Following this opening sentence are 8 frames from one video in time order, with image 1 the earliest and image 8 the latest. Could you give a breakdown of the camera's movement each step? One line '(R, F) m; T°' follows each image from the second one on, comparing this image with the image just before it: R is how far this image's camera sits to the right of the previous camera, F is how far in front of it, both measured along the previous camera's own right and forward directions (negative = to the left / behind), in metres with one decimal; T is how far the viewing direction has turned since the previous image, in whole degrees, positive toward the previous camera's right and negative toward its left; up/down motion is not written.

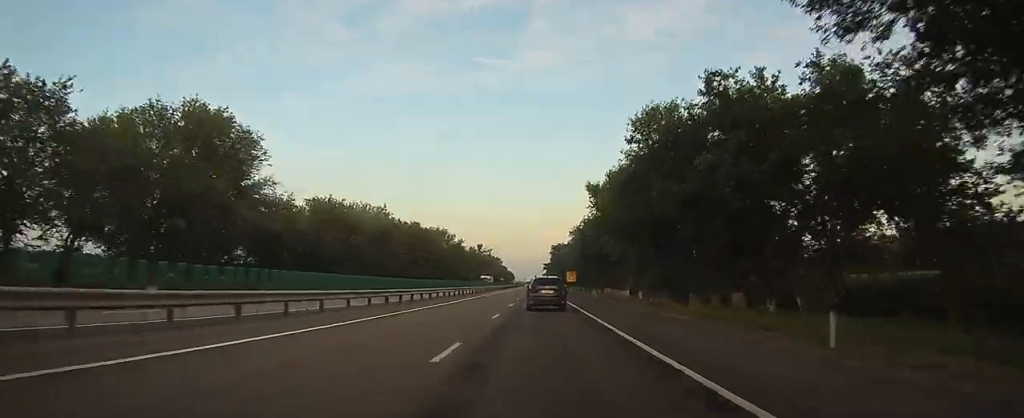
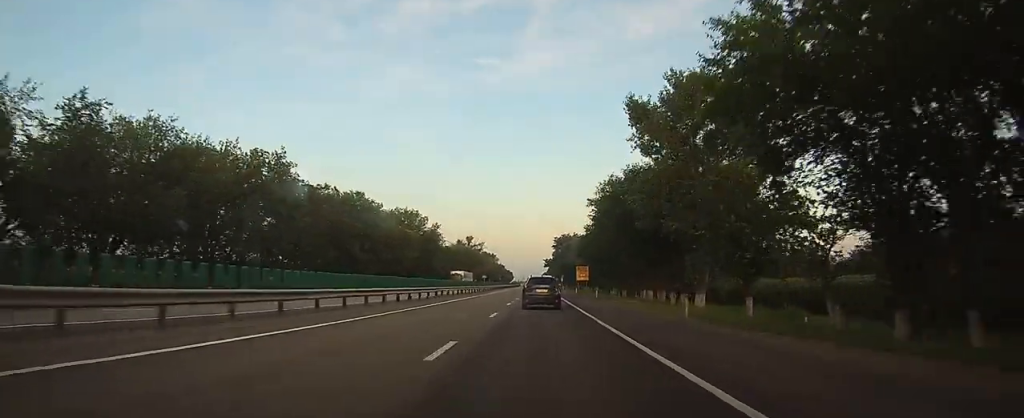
(-0.1, +36.4) m; 0°
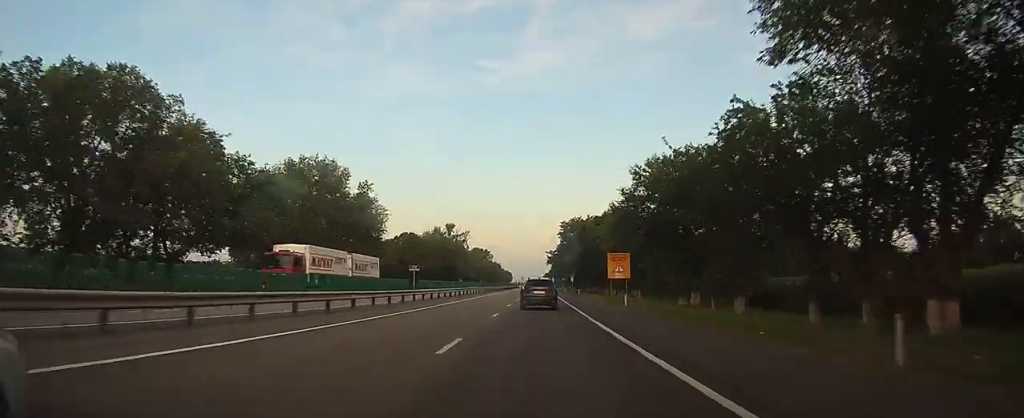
(0.0, +46.8) m; 0°
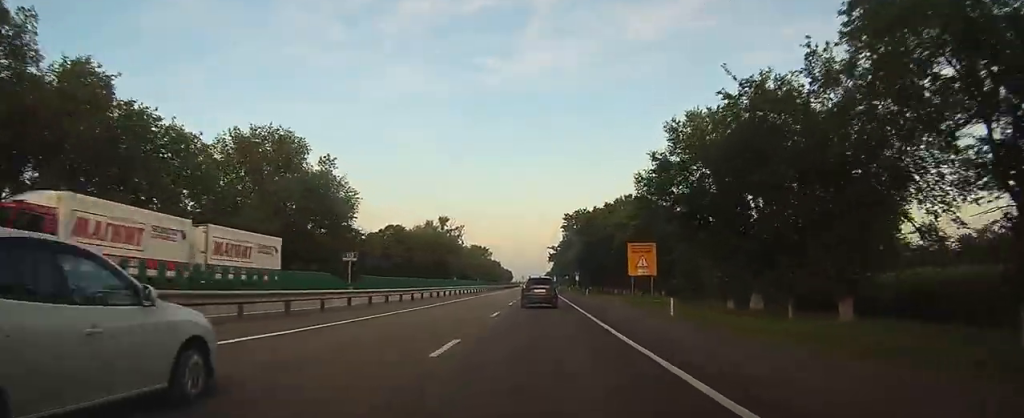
(-0.1, +12.6) m; 0°
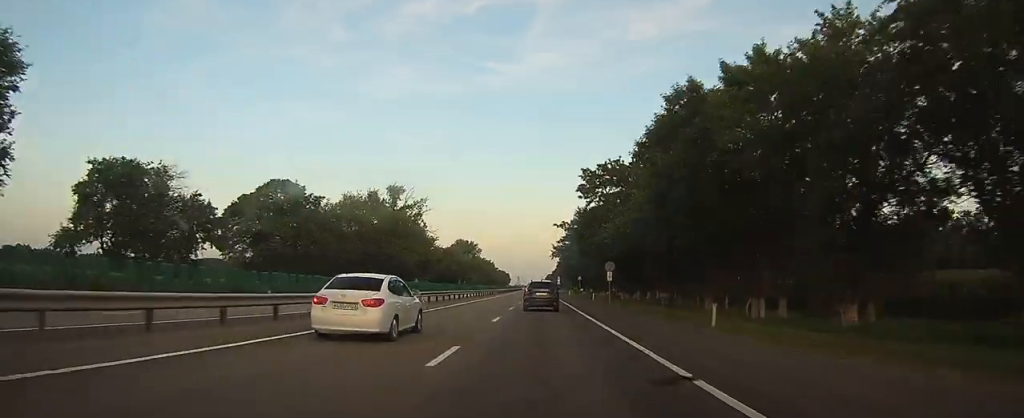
(0.0, +48.5) m; 0°
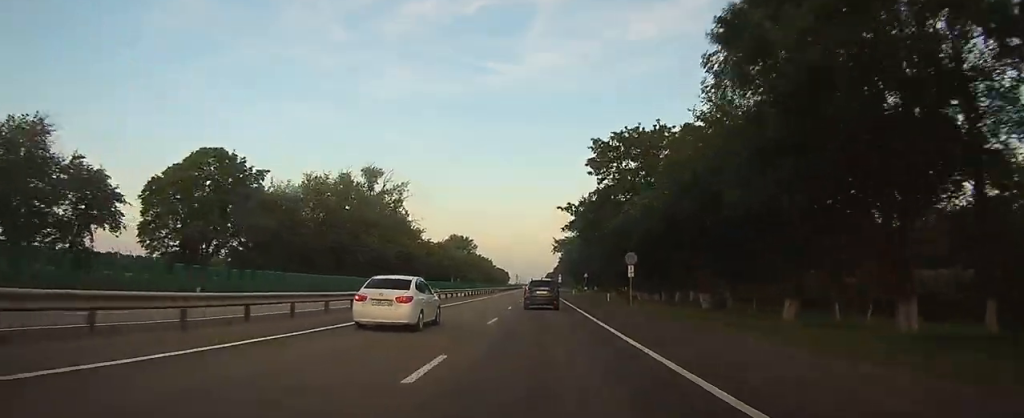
(0.0, +13.6) m; 0°
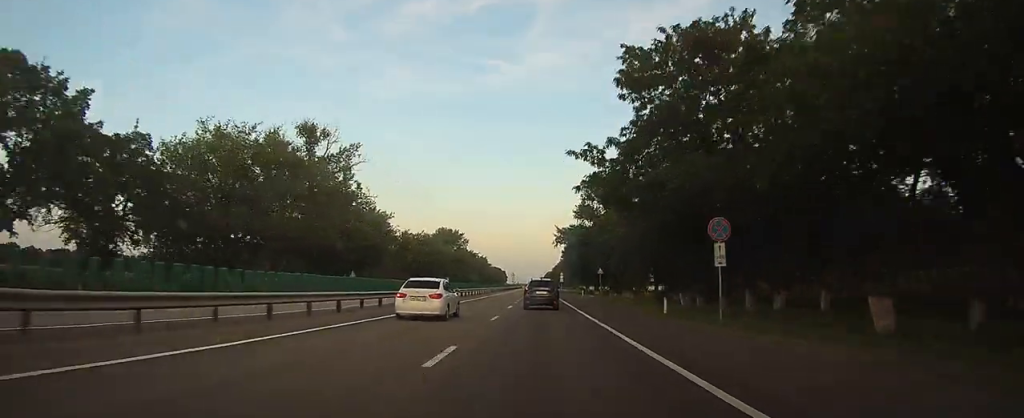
(0.0, +22.5) m; 0°
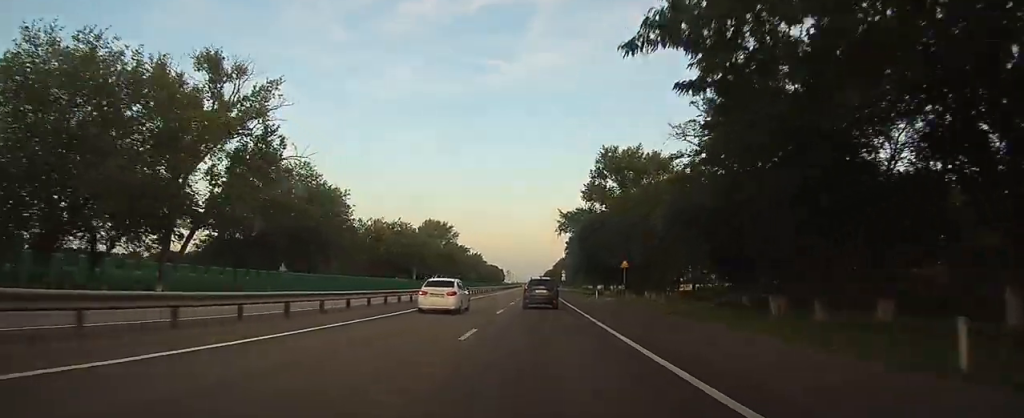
(0.0, +19.5) m; 0°
